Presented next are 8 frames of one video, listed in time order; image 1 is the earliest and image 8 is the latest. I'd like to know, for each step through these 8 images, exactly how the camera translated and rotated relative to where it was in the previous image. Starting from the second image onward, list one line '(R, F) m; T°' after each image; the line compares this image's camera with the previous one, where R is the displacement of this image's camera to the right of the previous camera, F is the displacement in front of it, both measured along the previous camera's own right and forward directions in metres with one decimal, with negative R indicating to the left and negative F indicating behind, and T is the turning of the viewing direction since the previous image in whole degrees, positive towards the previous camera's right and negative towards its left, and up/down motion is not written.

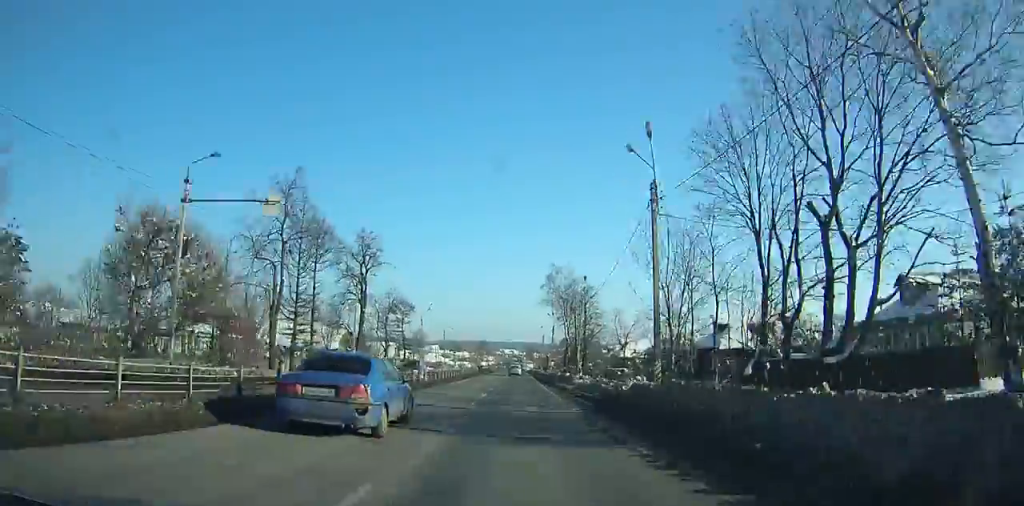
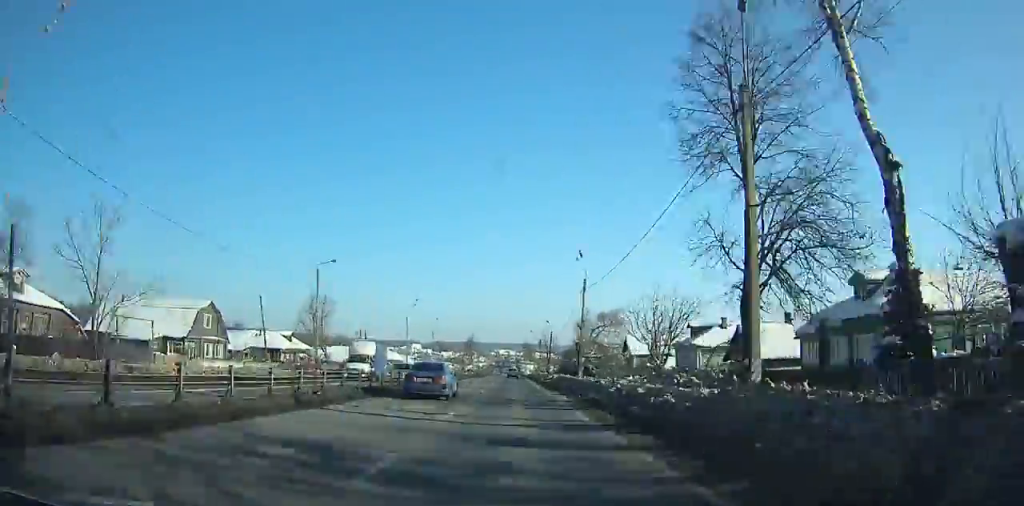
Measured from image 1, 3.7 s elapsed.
(-0.6, +85.5) m; -1°
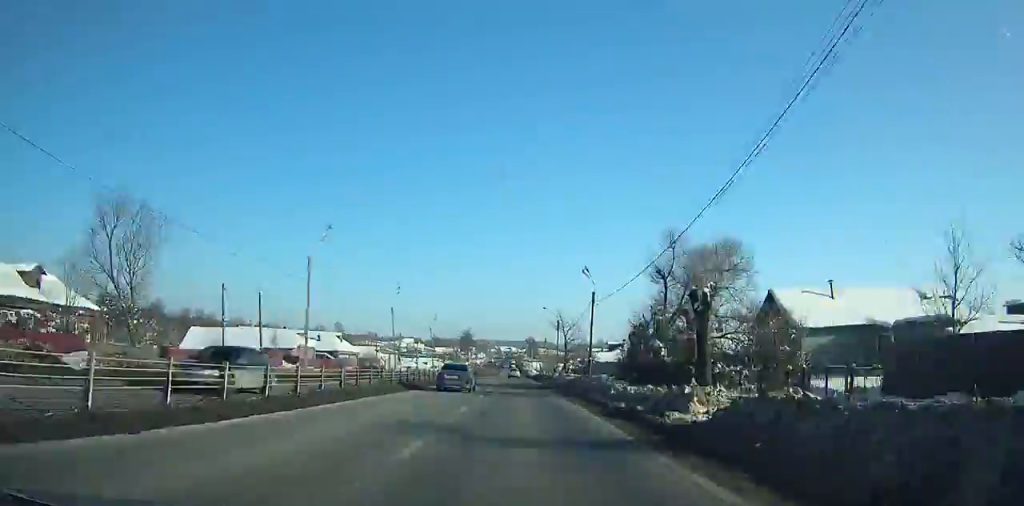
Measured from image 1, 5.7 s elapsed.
(-1.2, +48.2) m; 0°
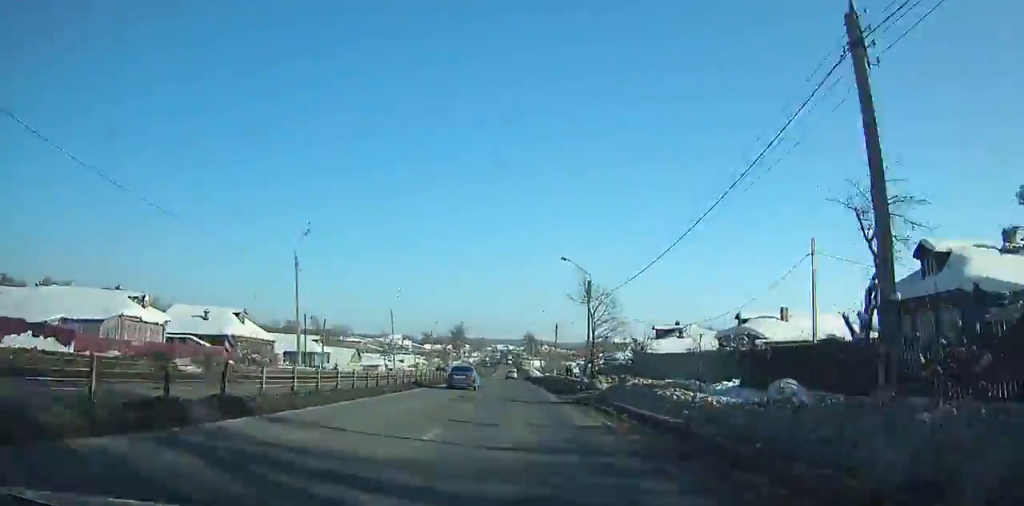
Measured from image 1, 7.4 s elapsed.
(+1.2, +40.6) m; +1°
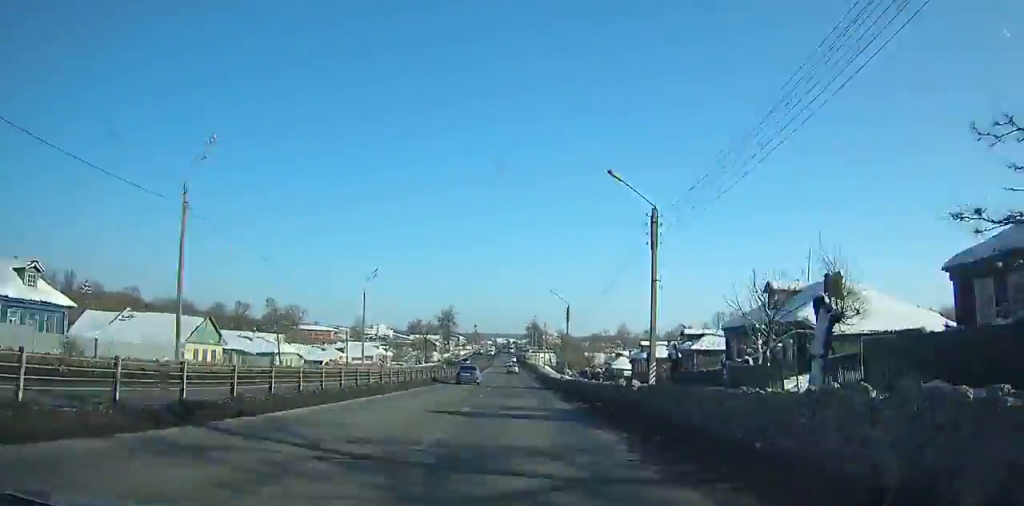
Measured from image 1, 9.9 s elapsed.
(+0.5, +58.6) m; 0°
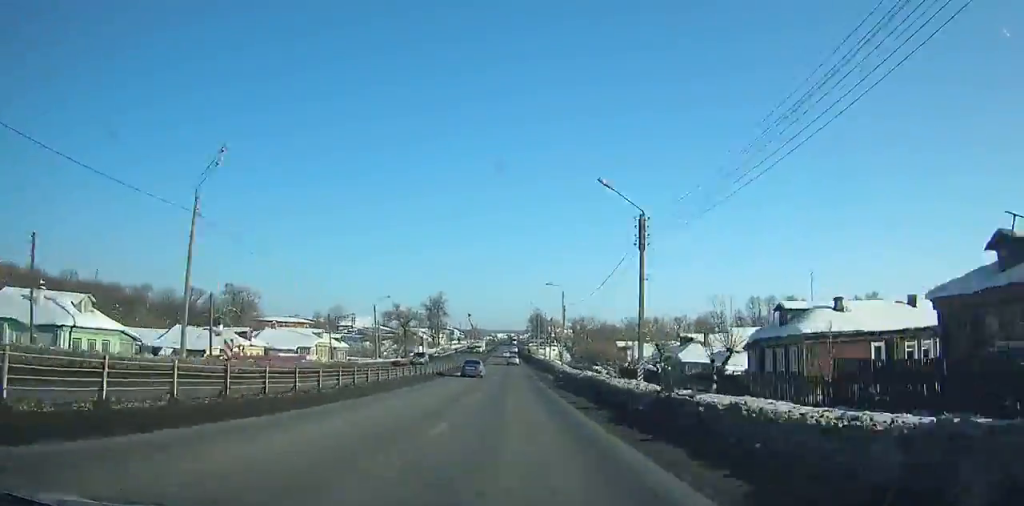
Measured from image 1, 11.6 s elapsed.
(-0.2, +38.9) m; -1°
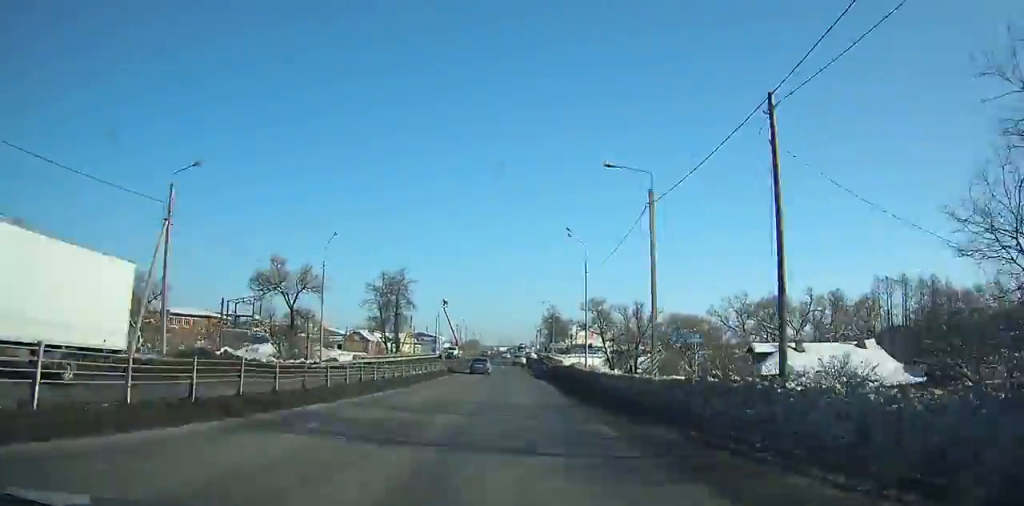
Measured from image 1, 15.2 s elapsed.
(-0.6, +75.4) m; 0°
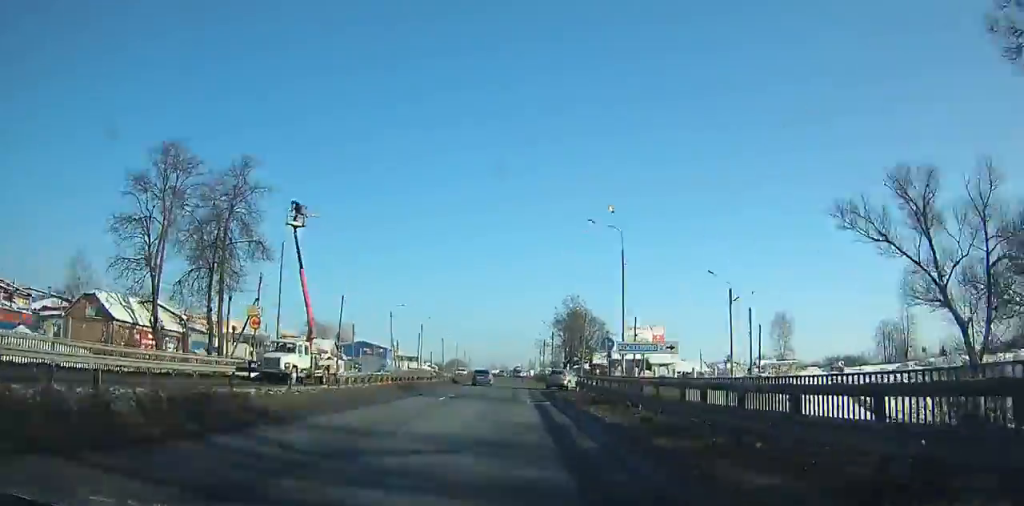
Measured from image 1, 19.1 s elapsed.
(+0.5, +72.5) m; +1°
